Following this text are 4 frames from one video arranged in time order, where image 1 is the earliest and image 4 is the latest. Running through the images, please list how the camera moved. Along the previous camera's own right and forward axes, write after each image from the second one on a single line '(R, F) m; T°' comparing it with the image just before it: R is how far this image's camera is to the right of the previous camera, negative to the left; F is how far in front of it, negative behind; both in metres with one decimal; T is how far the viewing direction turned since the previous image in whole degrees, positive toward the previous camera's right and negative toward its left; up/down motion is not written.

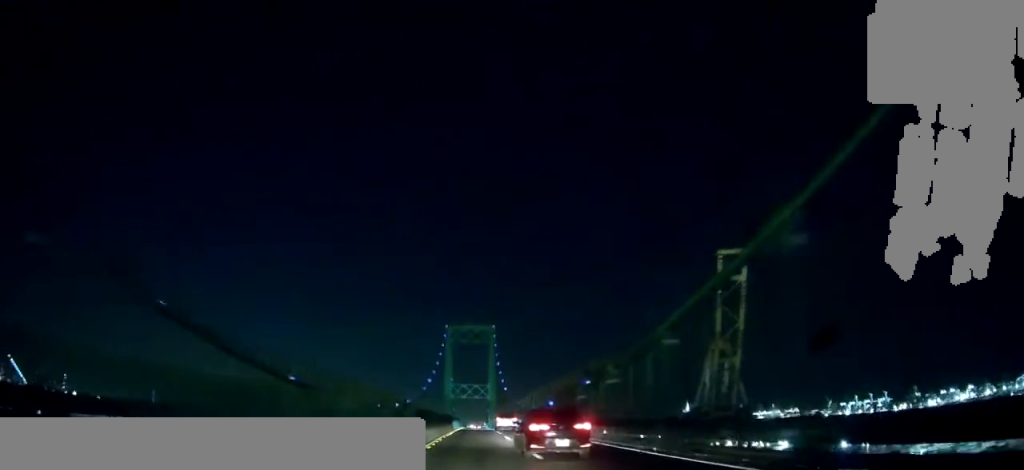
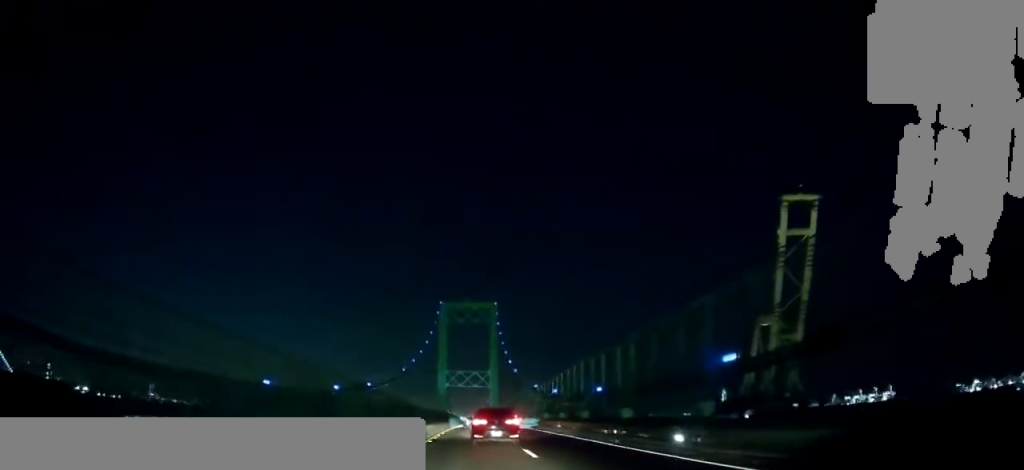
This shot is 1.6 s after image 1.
(-0.3, +41.9) m; -1°
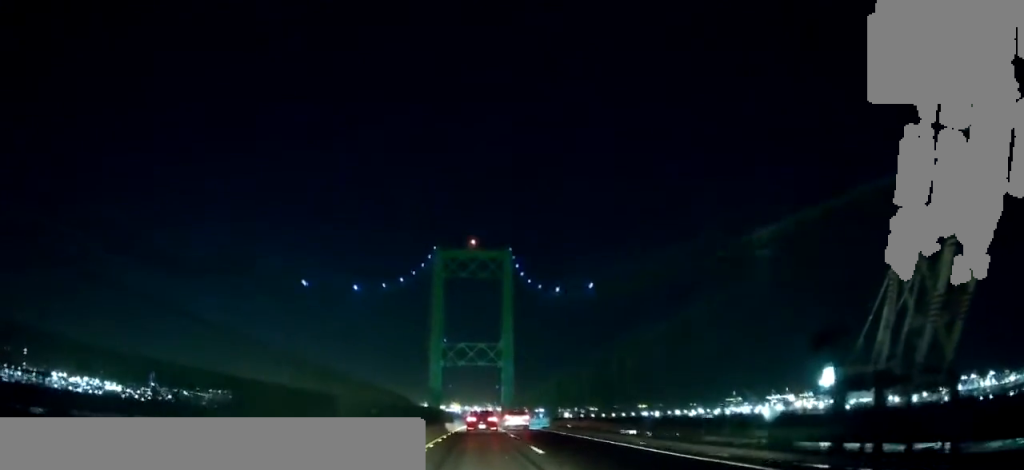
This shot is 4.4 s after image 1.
(-0.1, +70.1) m; 0°
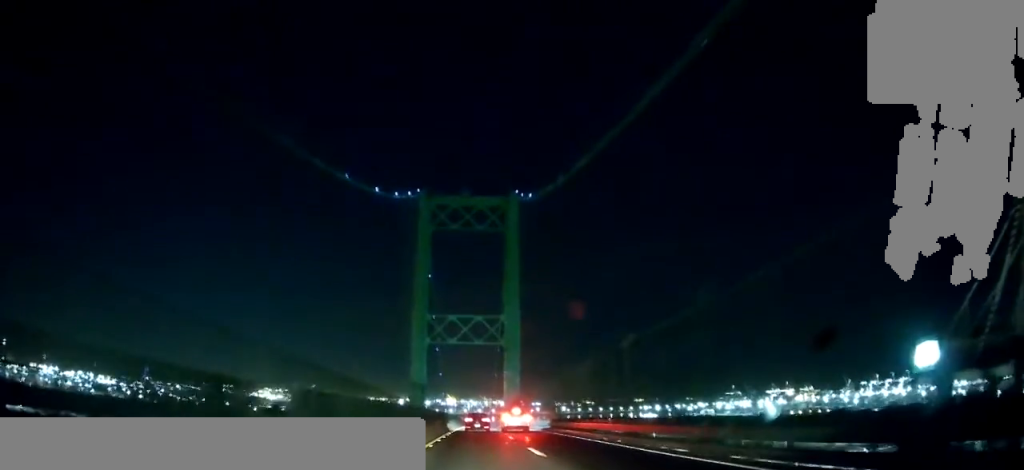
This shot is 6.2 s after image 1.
(+0.2, +43.7) m; +1°
